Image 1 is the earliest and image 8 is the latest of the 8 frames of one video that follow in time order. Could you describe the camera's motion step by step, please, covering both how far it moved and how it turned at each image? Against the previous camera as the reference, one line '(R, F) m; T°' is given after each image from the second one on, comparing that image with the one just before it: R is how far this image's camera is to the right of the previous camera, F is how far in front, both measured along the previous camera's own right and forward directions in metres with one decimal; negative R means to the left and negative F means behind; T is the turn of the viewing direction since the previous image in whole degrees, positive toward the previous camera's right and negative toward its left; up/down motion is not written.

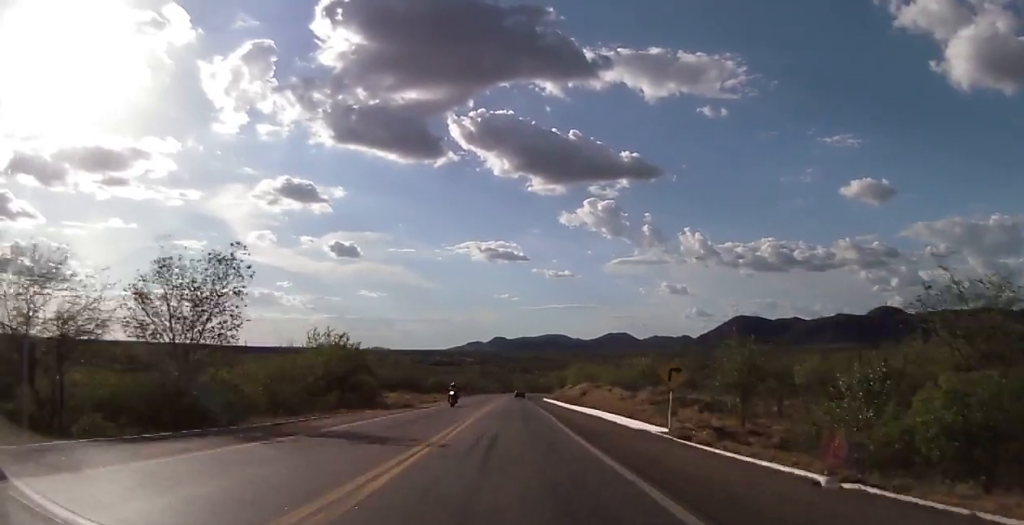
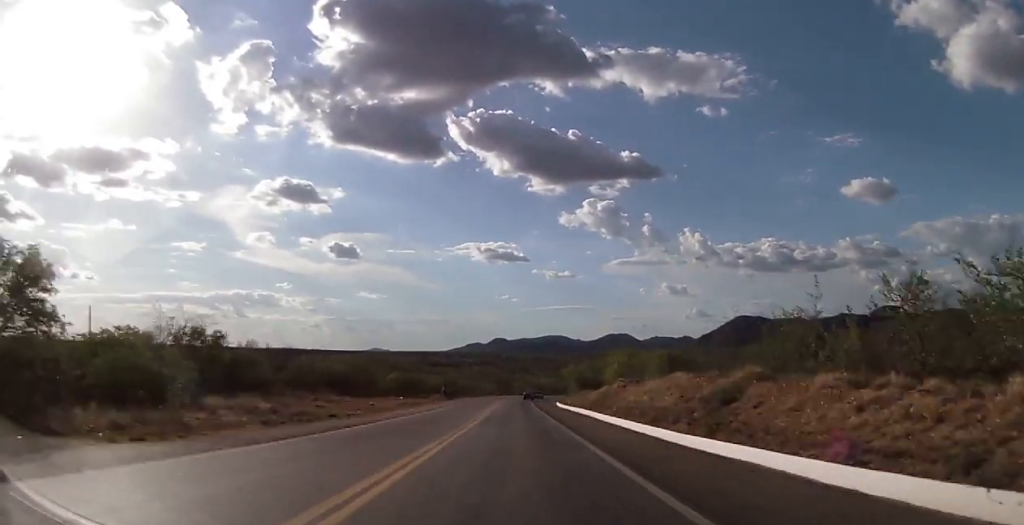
(0.0, +44.2) m; 0°
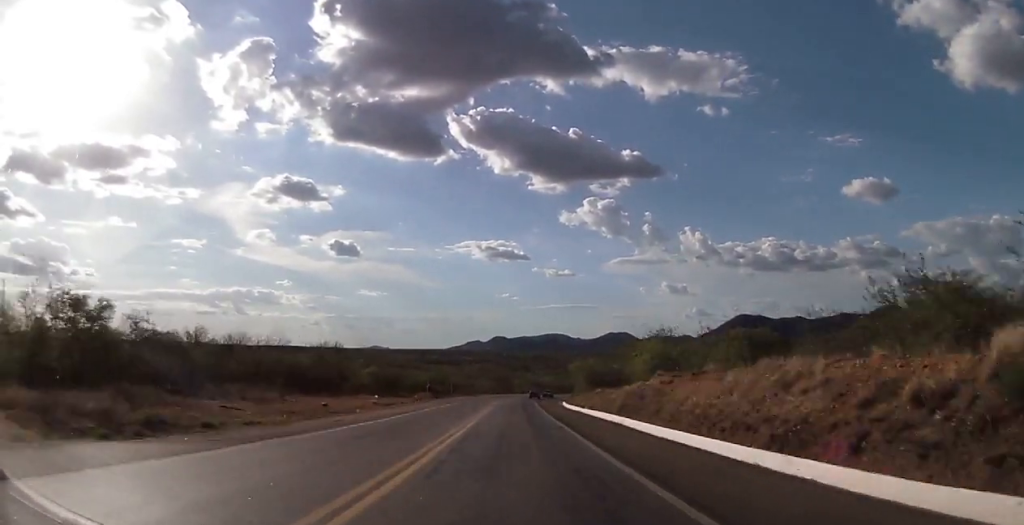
(+0.2, +14.2) m; 0°
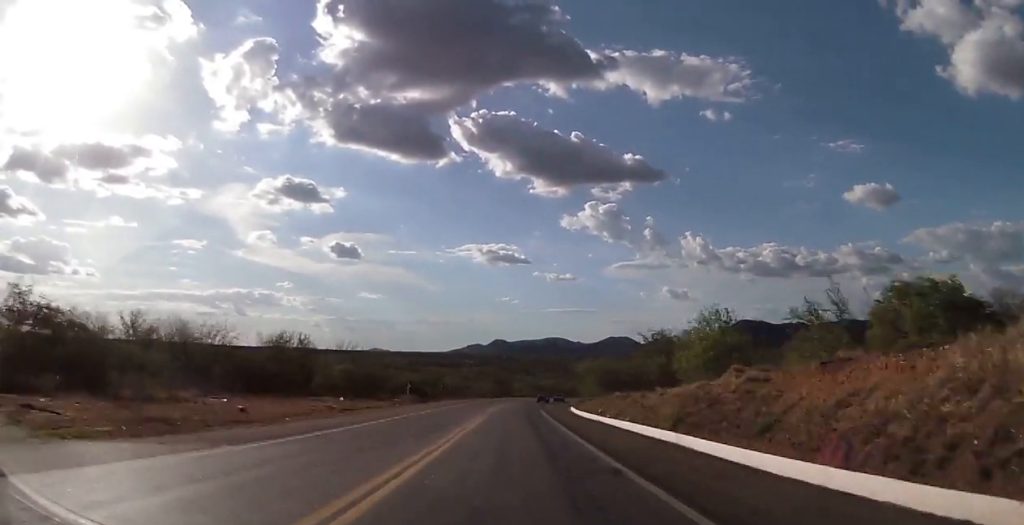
(0.0, +13.2) m; 0°
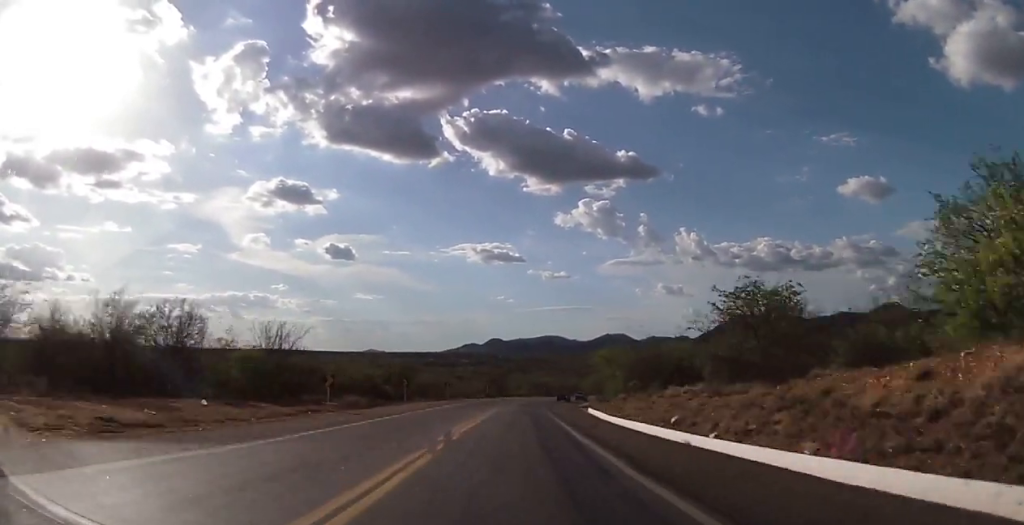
(-0.2, +23.3) m; 0°
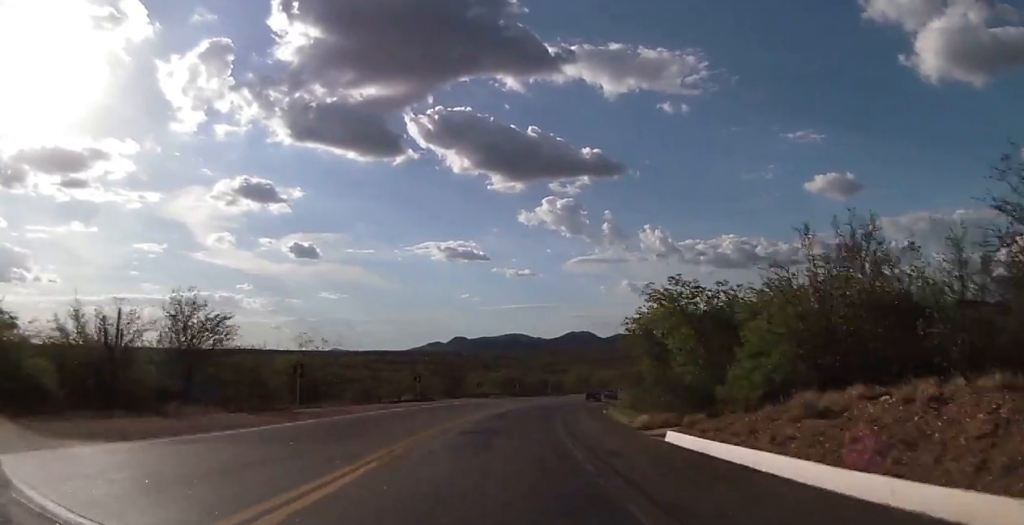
(+0.4, +43.3) m; +2°
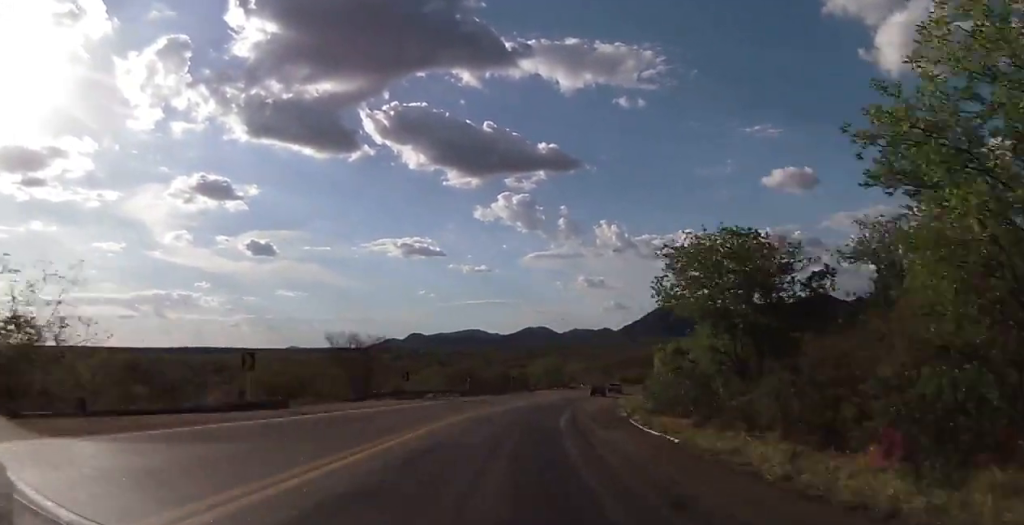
(+0.5, +26.8) m; +3°
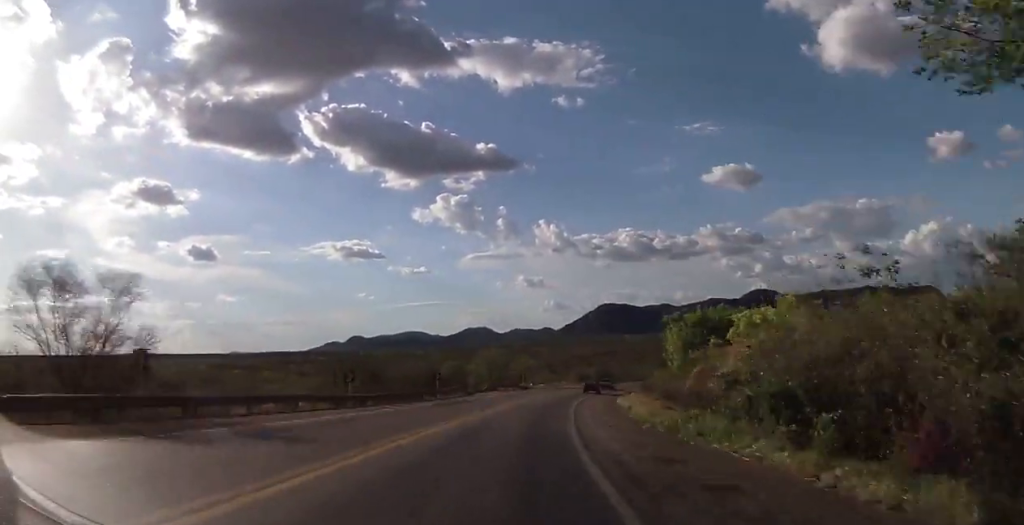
(+0.9, +28.1) m; +4°
